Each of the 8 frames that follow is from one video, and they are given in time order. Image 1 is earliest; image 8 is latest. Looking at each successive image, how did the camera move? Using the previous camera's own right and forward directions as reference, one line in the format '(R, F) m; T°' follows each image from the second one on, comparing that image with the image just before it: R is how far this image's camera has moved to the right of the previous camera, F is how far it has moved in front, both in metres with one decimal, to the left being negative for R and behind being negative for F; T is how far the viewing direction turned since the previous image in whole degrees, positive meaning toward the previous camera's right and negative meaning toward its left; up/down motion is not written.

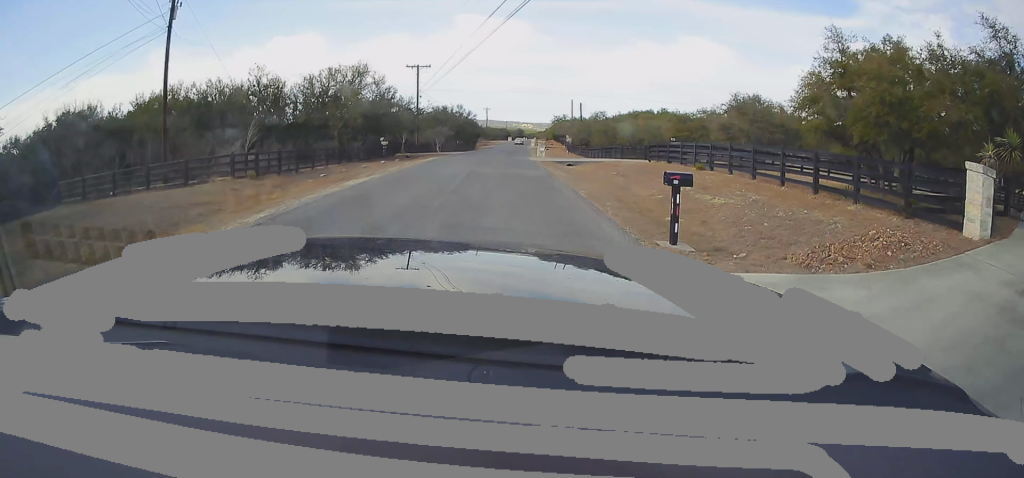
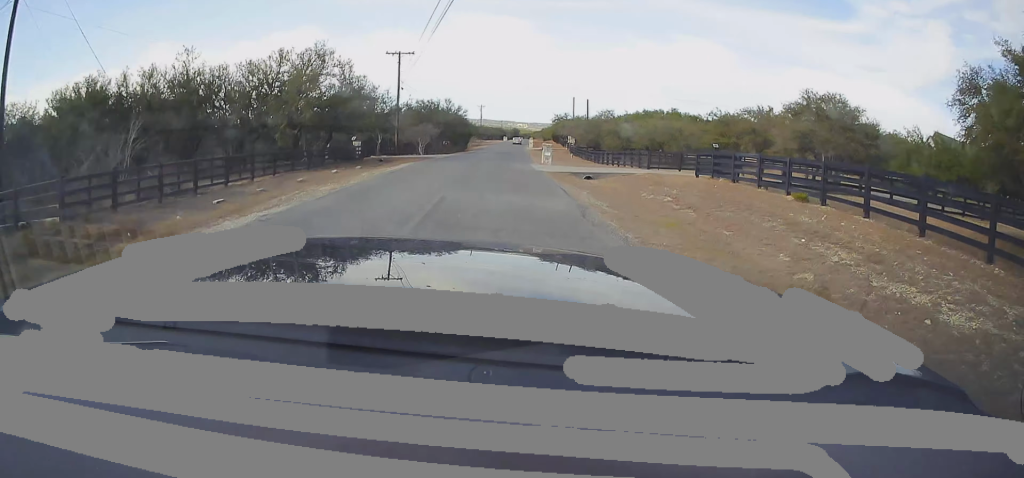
(0.0, +10.0) m; 0°
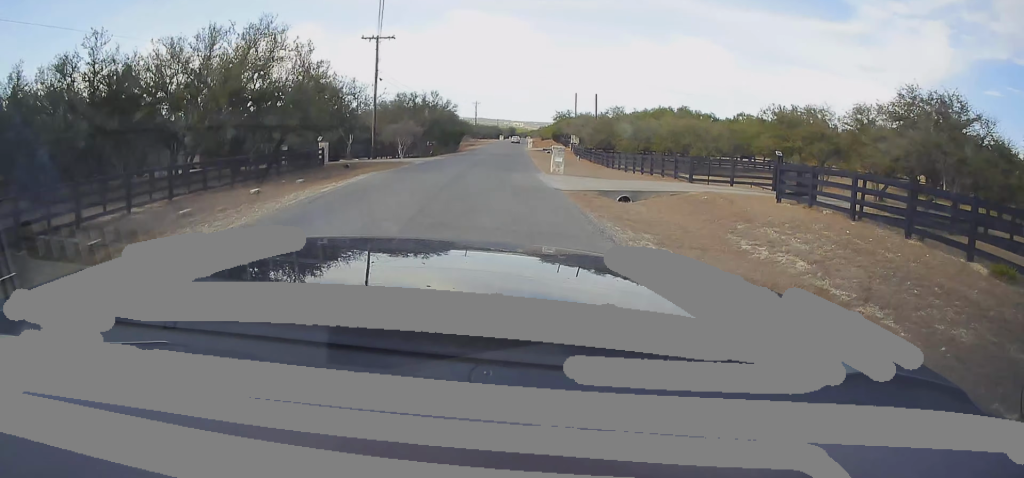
(-0.2, +9.3) m; +1°
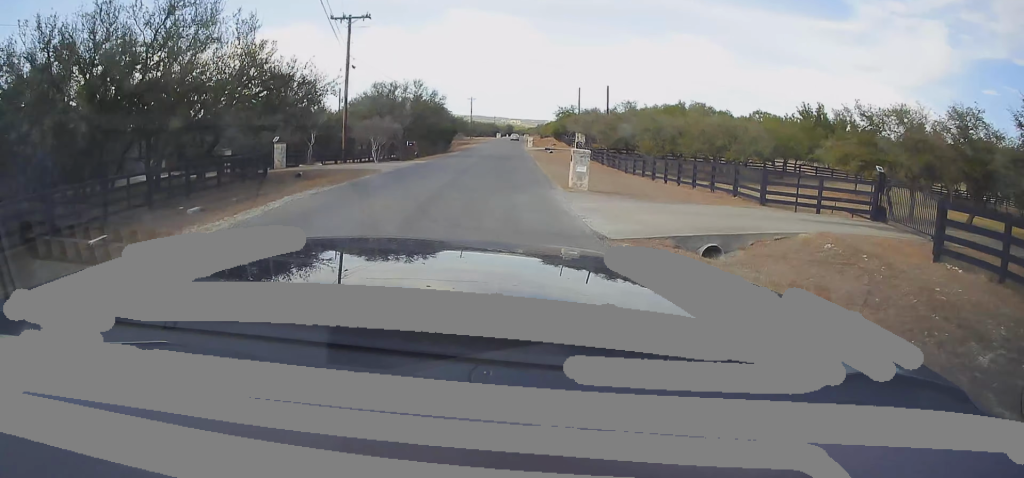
(+0.2, +8.5) m; 0°
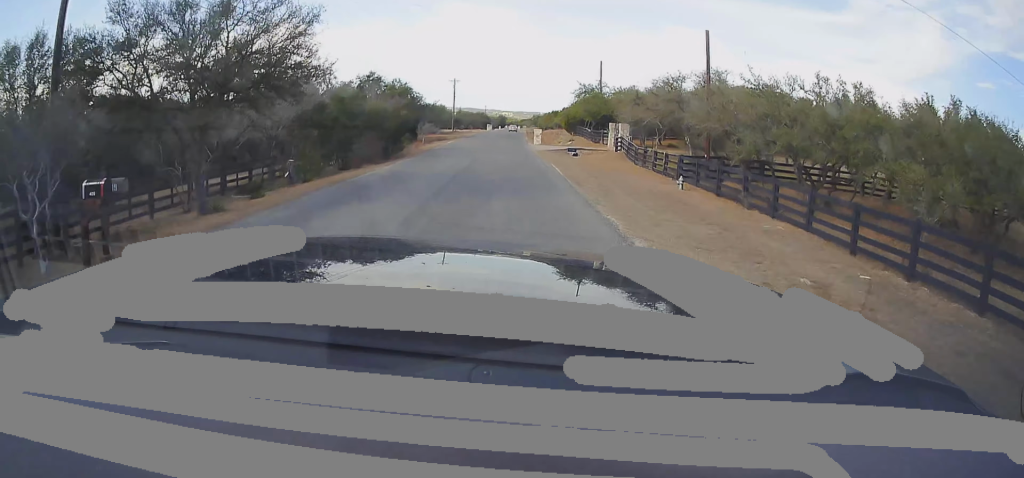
(-0.3, +28.7) m; 0°
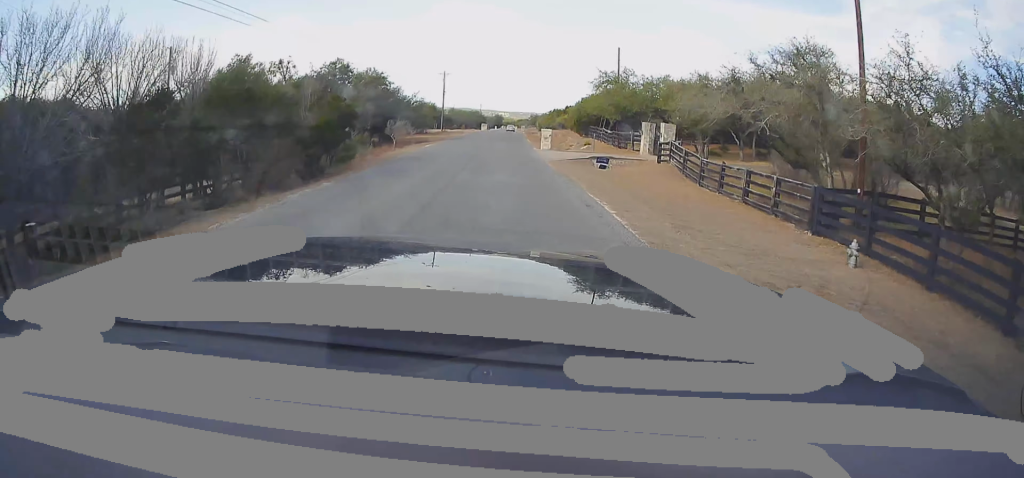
(+0.6, +12.6) m; 0°
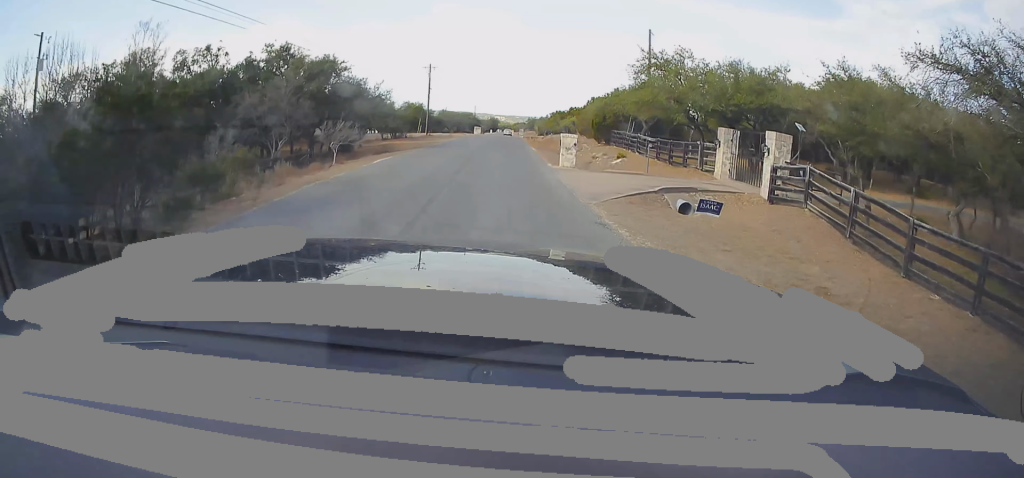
(-0.4, +13.9) m; 0°
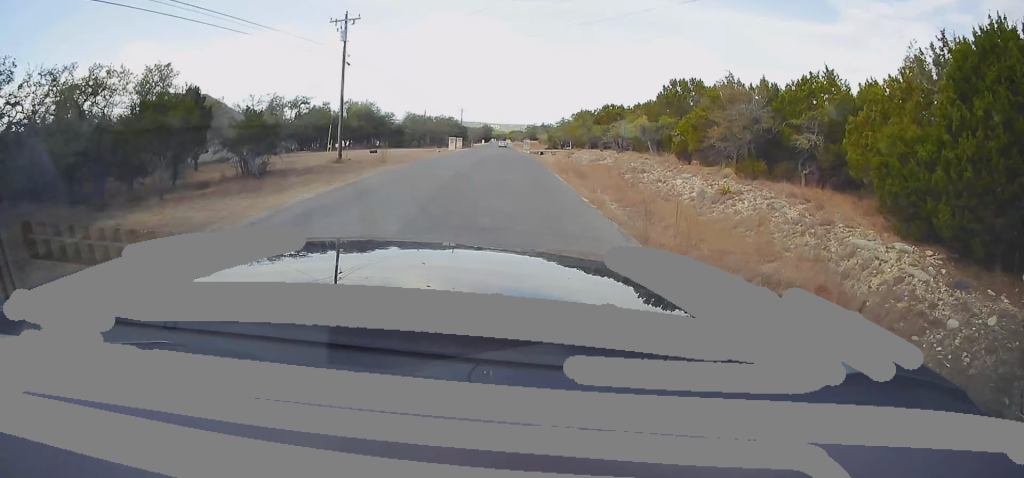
(+1.0, +39.9) m; +2°
